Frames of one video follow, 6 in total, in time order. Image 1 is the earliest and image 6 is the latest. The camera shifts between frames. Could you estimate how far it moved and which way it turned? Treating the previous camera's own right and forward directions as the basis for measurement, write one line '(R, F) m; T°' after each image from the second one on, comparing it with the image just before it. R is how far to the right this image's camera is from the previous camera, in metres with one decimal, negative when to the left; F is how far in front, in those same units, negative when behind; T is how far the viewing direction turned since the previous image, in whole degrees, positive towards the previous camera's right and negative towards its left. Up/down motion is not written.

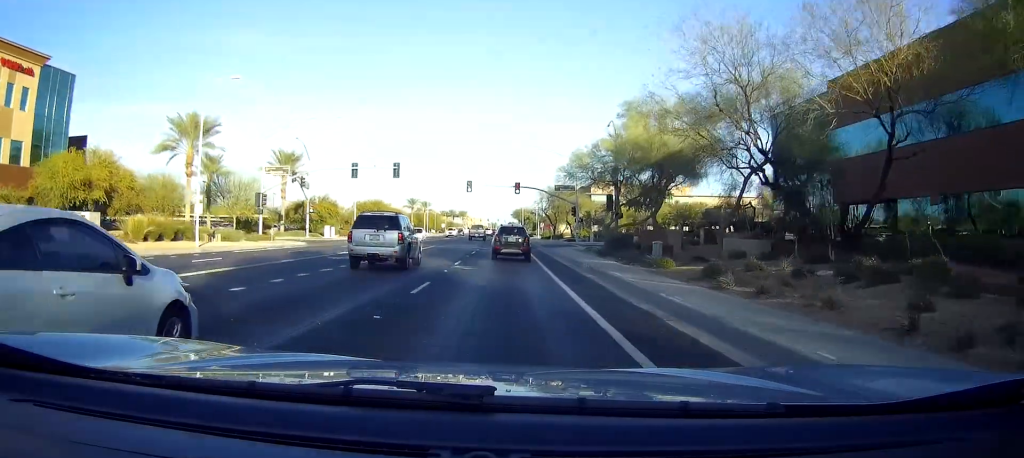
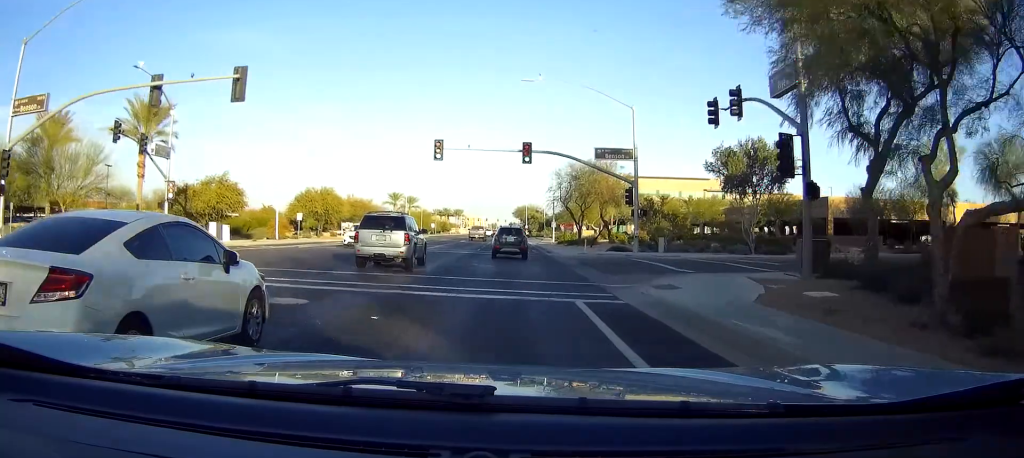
(0.0, +36.3) m; 0°
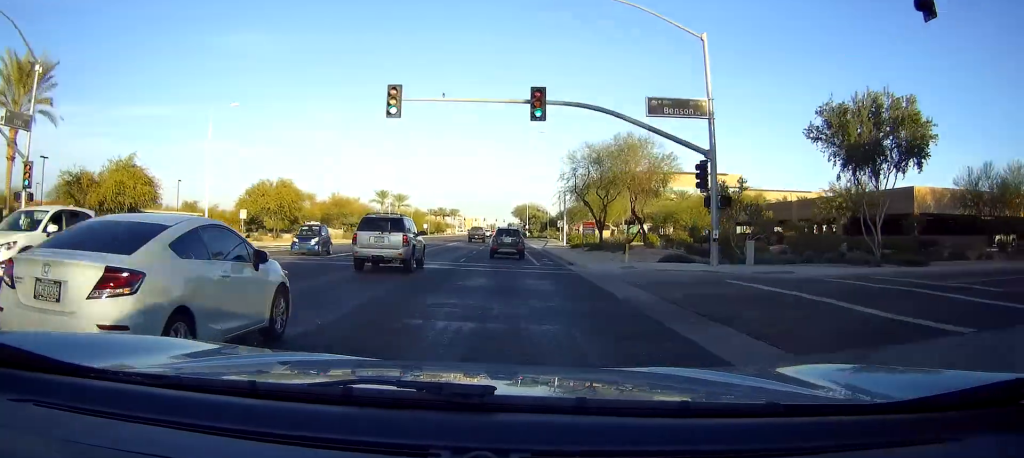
(-0.1, +16.9) m; 0°
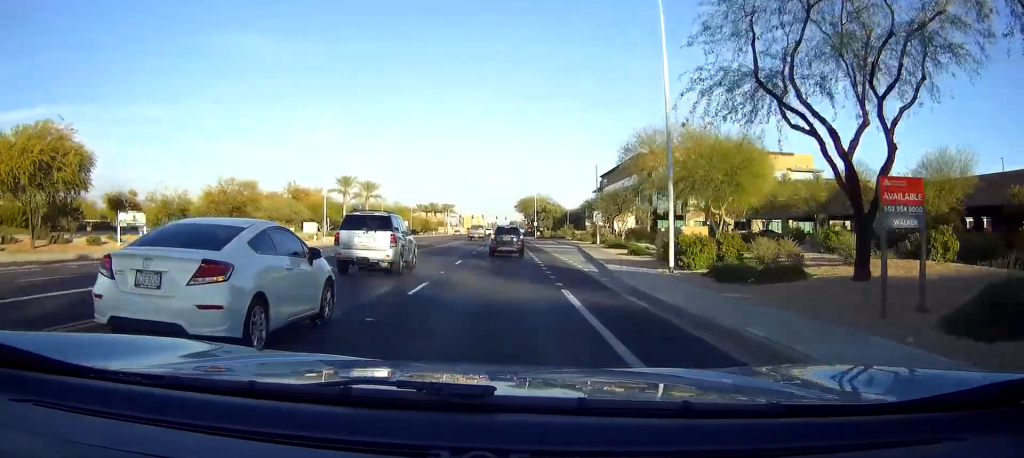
(0.0, +40.5) m; 0°
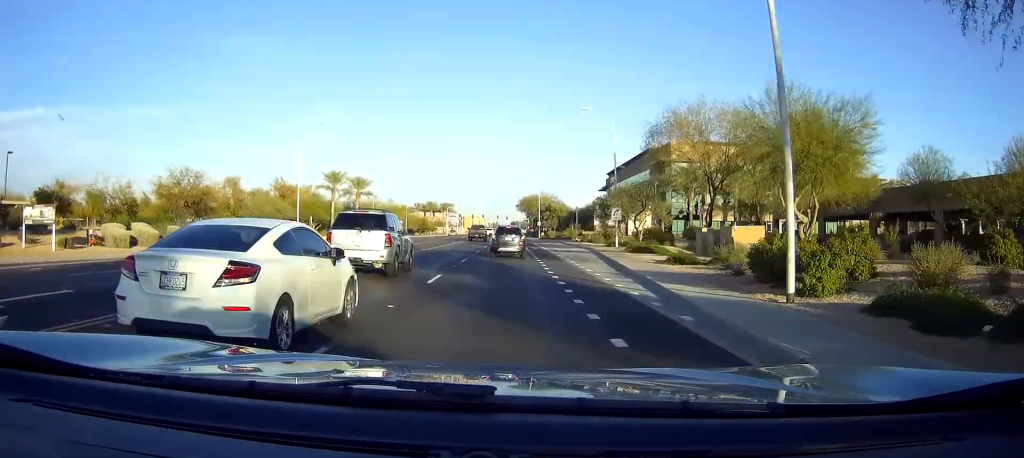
(+0.1, +9.5) m; 0°
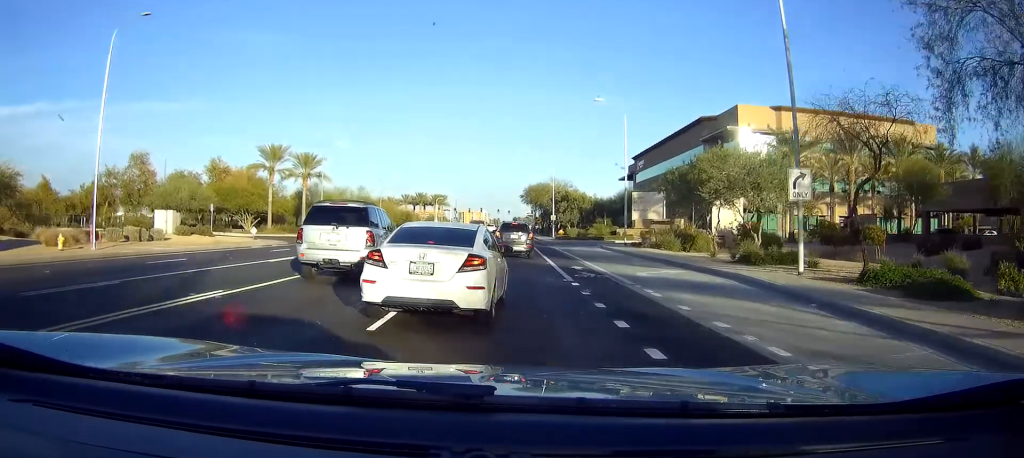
(0.0, +31.8) m; 0°
